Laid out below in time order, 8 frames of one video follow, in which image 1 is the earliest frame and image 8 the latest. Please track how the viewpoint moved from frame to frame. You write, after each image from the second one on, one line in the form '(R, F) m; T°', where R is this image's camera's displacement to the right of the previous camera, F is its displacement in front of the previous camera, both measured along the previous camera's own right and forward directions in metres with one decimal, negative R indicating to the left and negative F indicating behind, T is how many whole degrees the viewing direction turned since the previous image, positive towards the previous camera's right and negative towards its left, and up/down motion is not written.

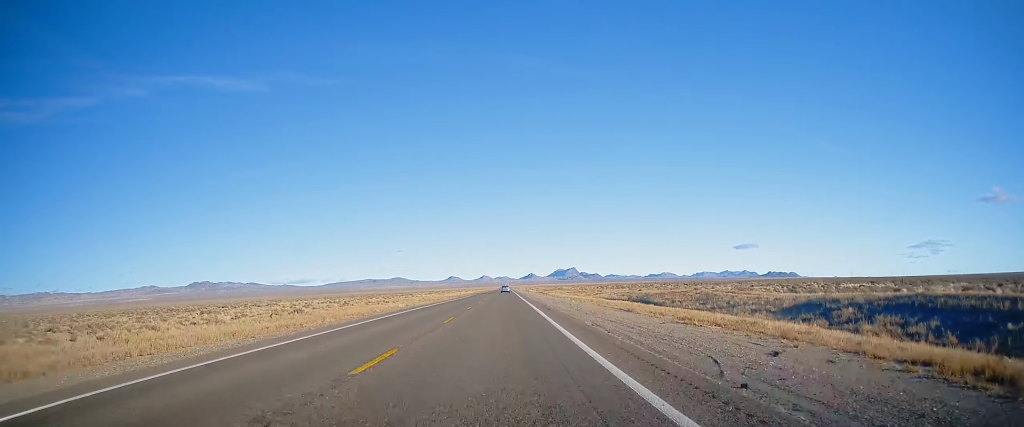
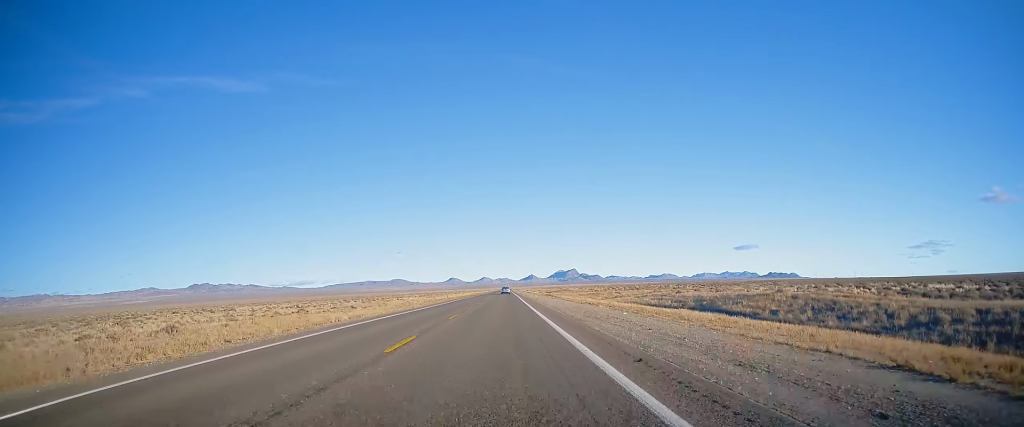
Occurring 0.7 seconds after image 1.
(+0.1, +21.6) m; 0°
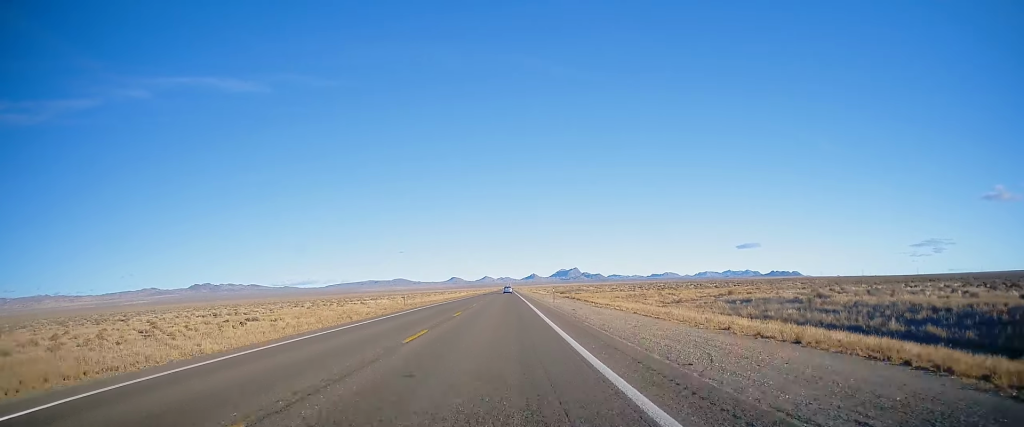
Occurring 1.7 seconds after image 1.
(-0.3, +34.8) m; 0°
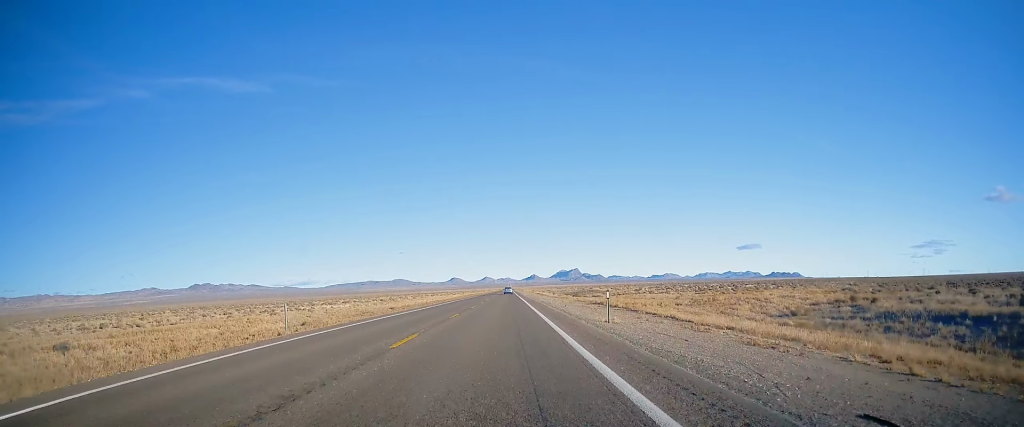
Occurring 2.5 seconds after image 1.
(+0.1, +25.7) m; 0°
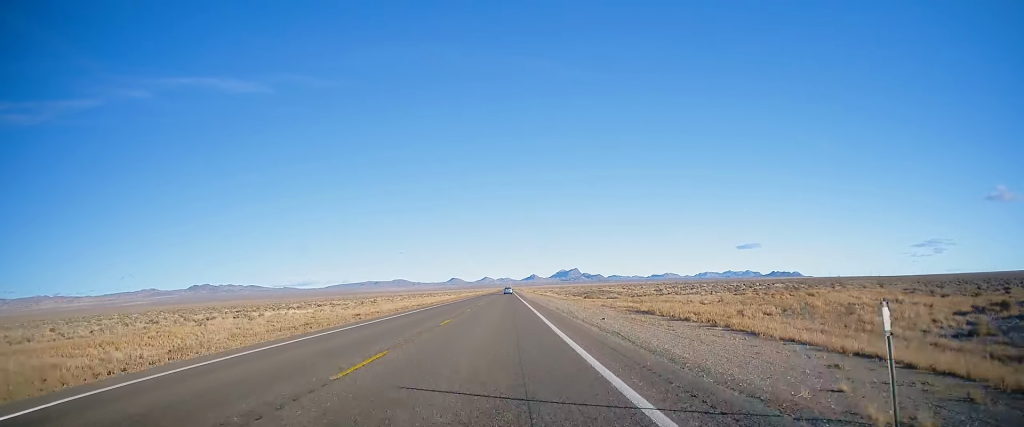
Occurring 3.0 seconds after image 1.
(0.0, +16.2) m; 0°
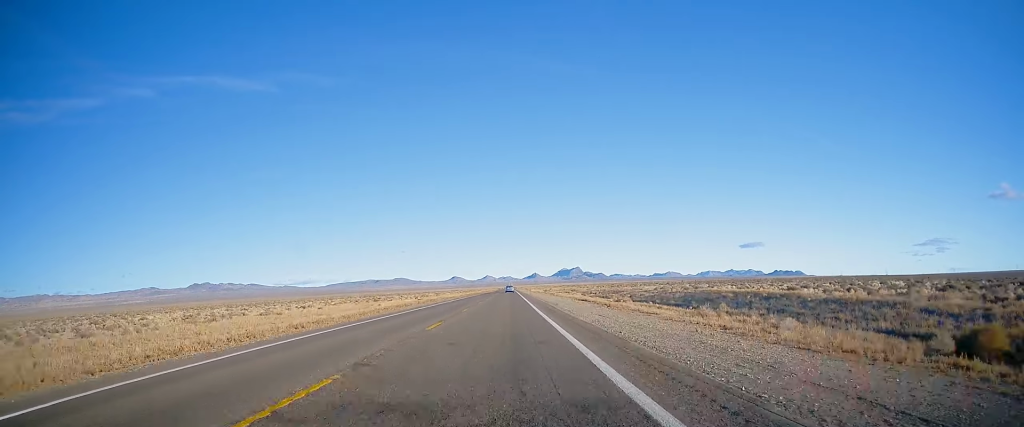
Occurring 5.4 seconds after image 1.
(-0.2, +76.5) m; -1°
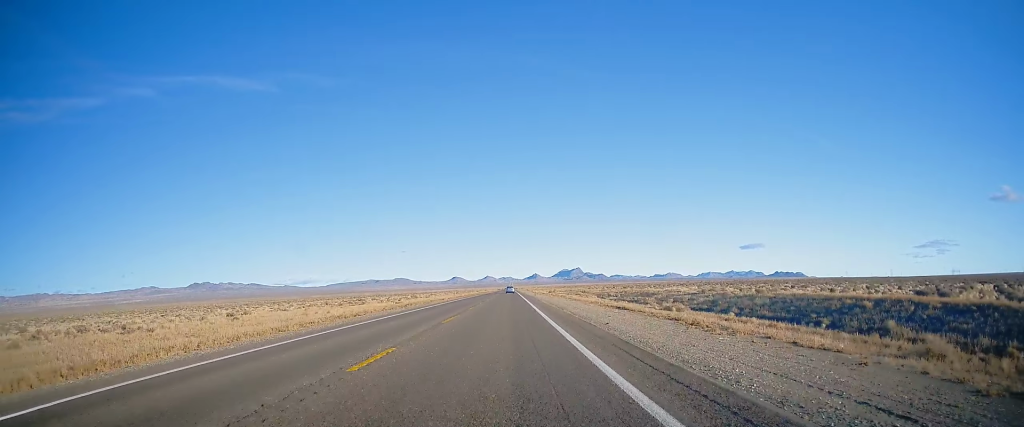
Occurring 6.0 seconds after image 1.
(-0.1, +20.5) m; 0°
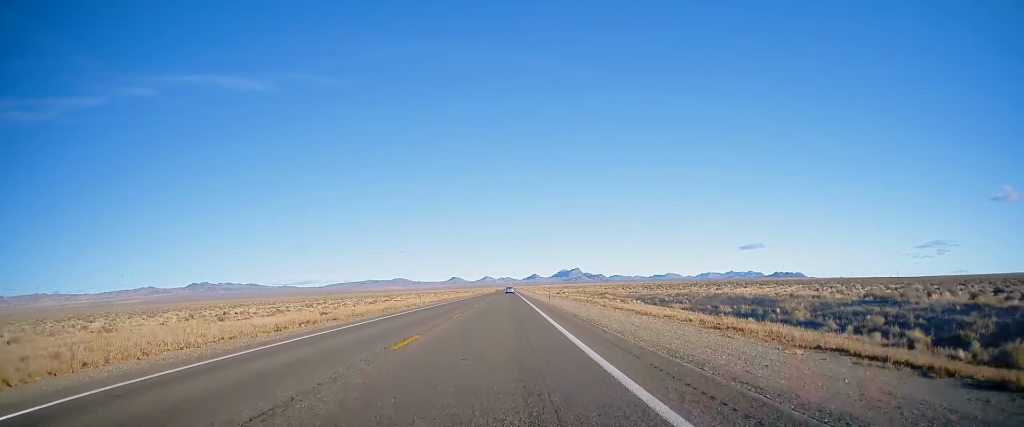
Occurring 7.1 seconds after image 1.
(-0.1, +33.1) m; 0°
